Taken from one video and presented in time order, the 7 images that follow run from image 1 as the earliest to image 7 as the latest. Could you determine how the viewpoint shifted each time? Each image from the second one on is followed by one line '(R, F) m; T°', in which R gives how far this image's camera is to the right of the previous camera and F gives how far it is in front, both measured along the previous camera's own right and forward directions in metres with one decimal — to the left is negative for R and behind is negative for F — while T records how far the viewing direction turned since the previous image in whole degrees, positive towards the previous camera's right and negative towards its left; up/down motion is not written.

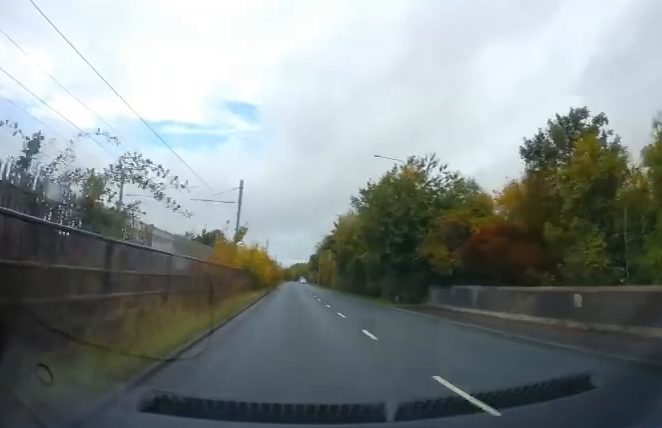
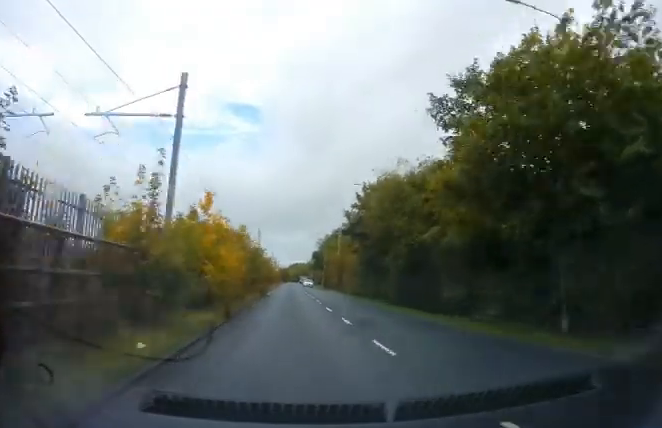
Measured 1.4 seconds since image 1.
(+0.3, +21.0) m; 0°
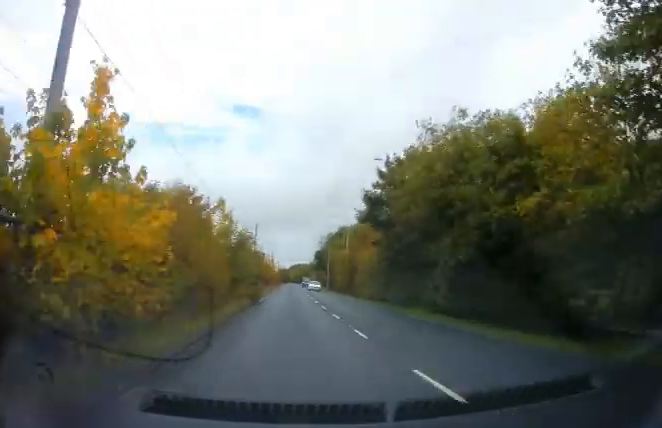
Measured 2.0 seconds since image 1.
(-0.2, +9.1) m; -1°
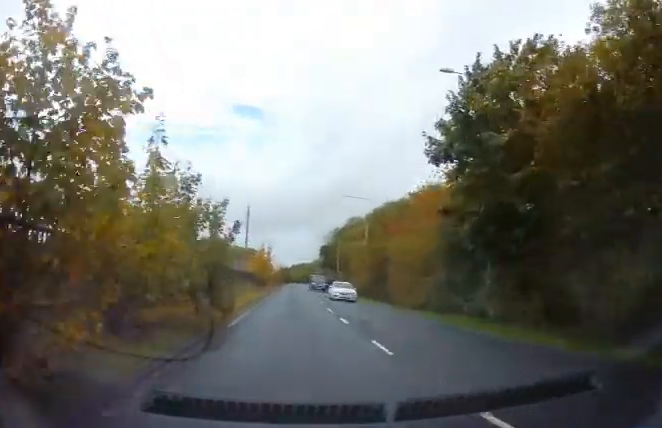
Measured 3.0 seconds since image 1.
(-0.1, +14.7) m; 0°
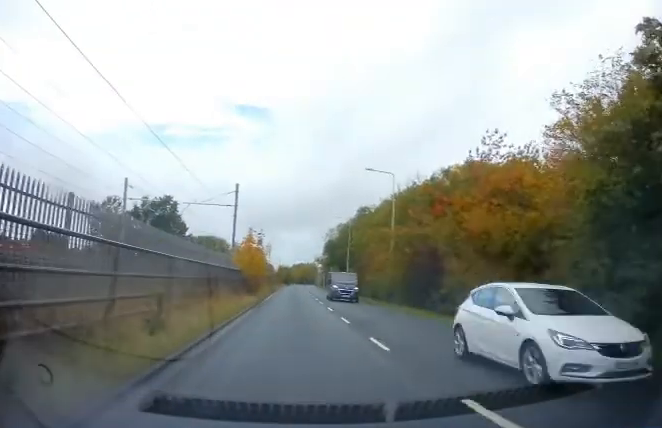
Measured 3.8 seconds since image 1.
(+0.1, +11.8) m; 0°
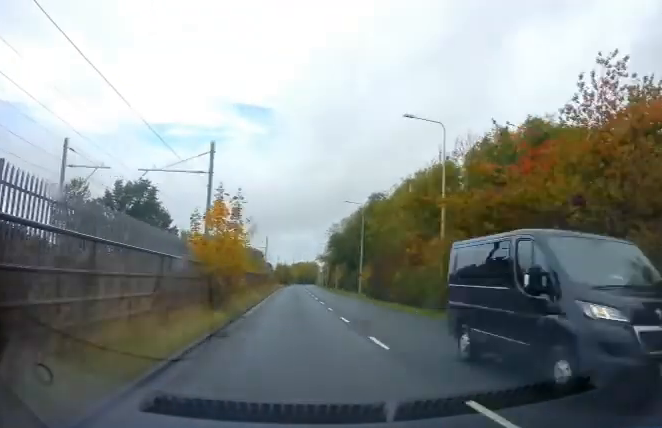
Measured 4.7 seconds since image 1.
(0.0, +12.4) m; -1°
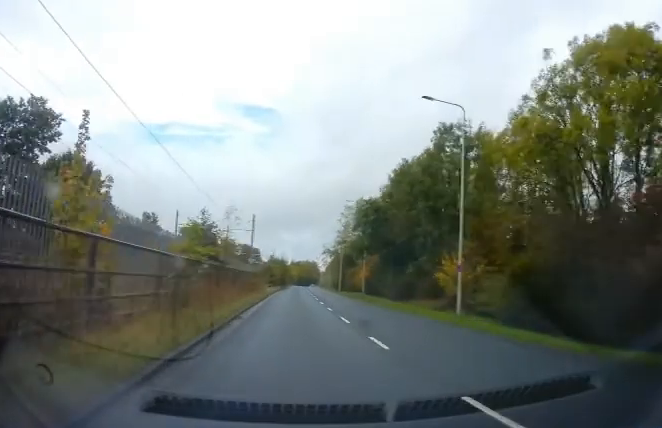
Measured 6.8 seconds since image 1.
(+0.4, +30.8) m; +2°
